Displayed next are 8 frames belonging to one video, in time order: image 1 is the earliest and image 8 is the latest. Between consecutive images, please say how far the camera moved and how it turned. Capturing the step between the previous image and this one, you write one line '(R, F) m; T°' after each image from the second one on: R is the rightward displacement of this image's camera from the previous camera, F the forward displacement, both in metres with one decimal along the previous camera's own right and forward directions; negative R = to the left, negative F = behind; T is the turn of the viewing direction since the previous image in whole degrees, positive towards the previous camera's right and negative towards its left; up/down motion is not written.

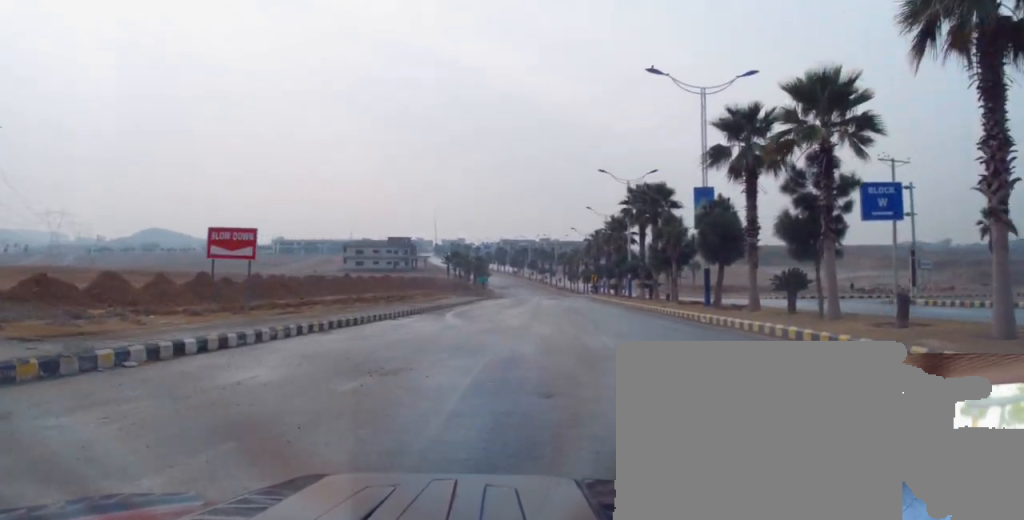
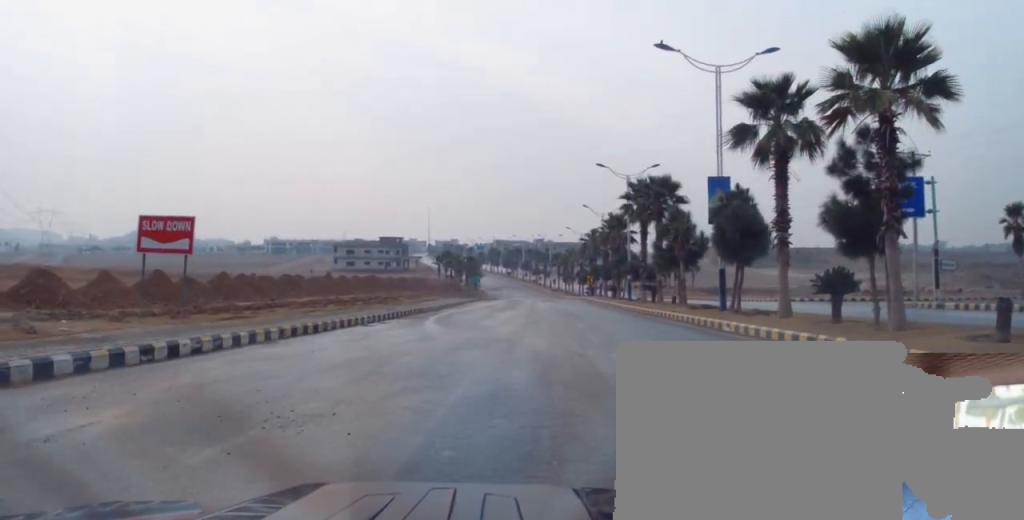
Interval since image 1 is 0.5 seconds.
(-0.2, +3.8) m; +2°
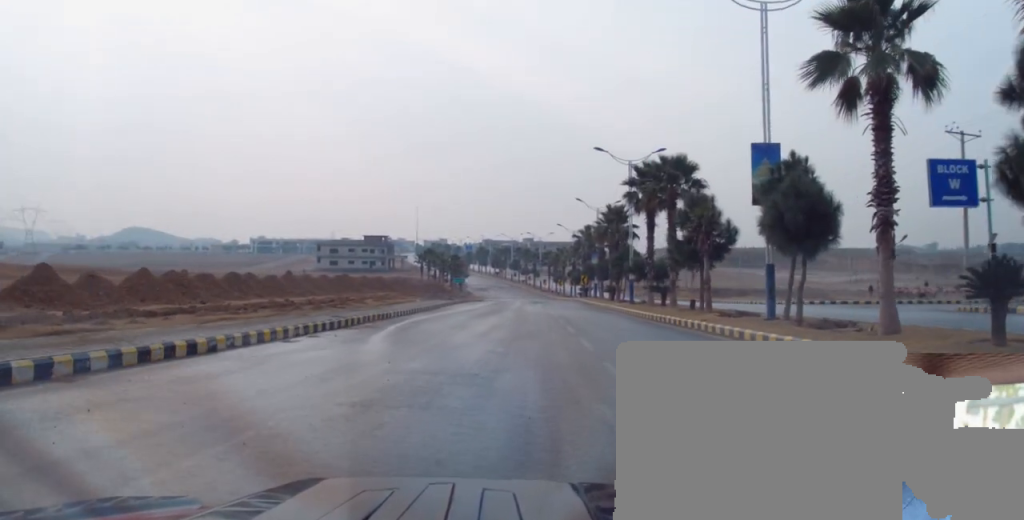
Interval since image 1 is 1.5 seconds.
(+0.5, +7.1) m; +1°
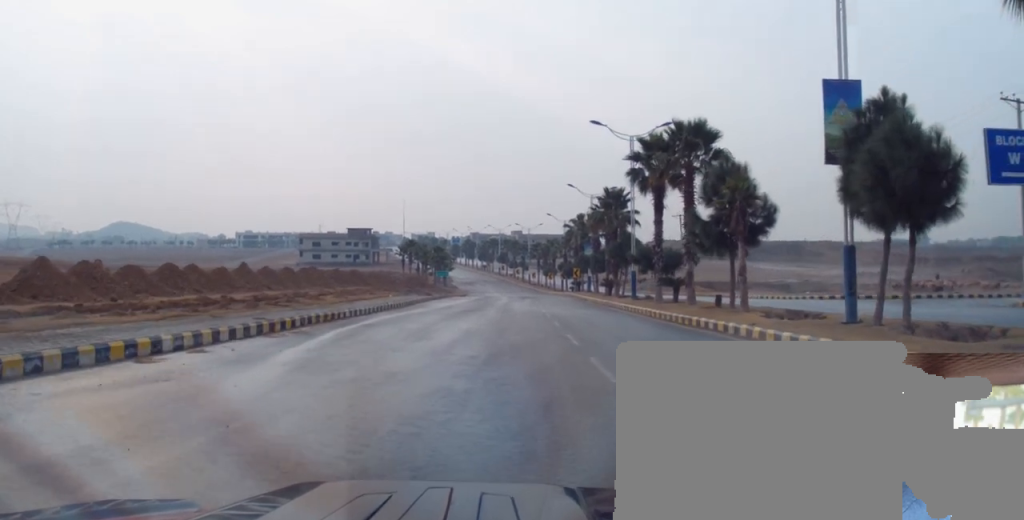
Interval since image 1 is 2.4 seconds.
(-0.3, +6.4) m; -2°
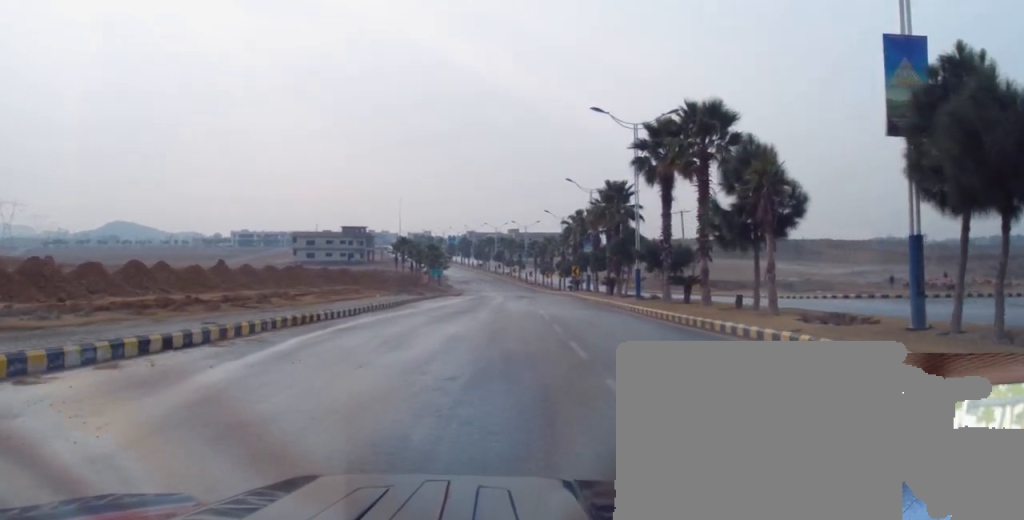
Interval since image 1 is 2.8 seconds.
(-0.2, +3.0) m; -1°
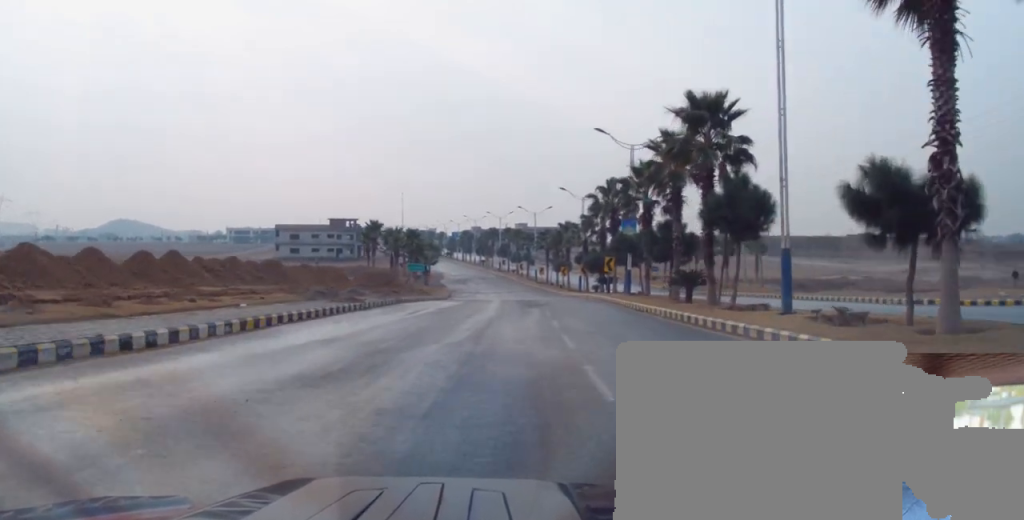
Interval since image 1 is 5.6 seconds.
(+0.7, +23.0) m; +1°
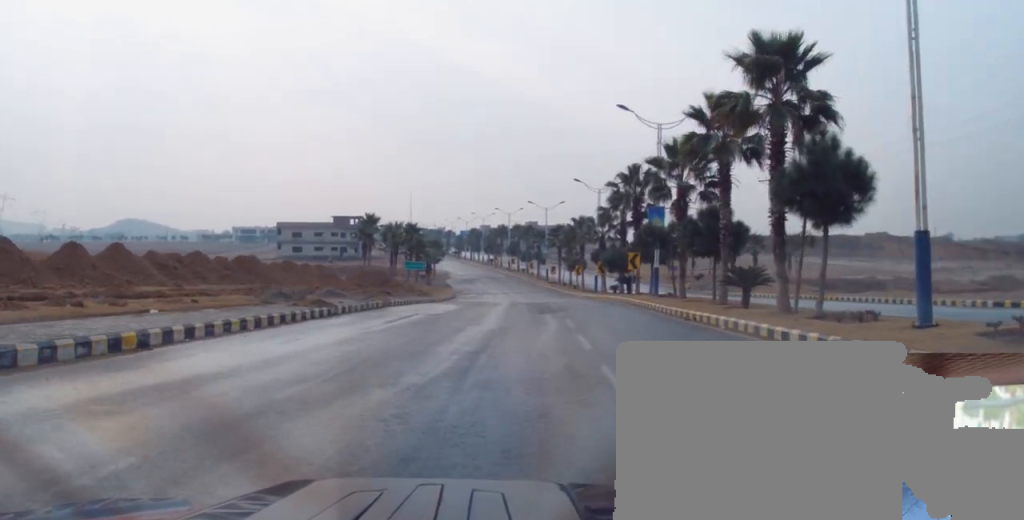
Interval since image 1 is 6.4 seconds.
(+0.2, +6.3) m; 0°
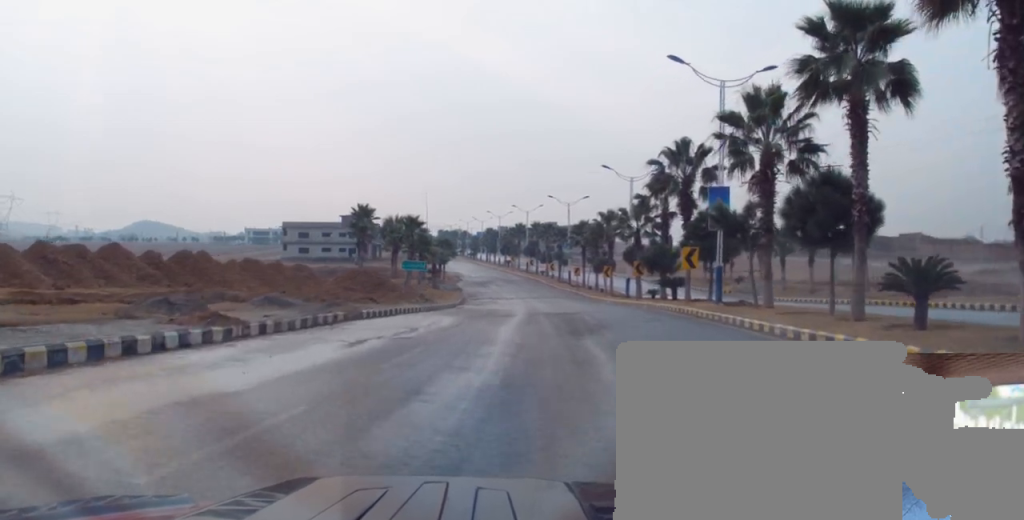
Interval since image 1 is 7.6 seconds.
(-0.1, +9.8) m; 0°
